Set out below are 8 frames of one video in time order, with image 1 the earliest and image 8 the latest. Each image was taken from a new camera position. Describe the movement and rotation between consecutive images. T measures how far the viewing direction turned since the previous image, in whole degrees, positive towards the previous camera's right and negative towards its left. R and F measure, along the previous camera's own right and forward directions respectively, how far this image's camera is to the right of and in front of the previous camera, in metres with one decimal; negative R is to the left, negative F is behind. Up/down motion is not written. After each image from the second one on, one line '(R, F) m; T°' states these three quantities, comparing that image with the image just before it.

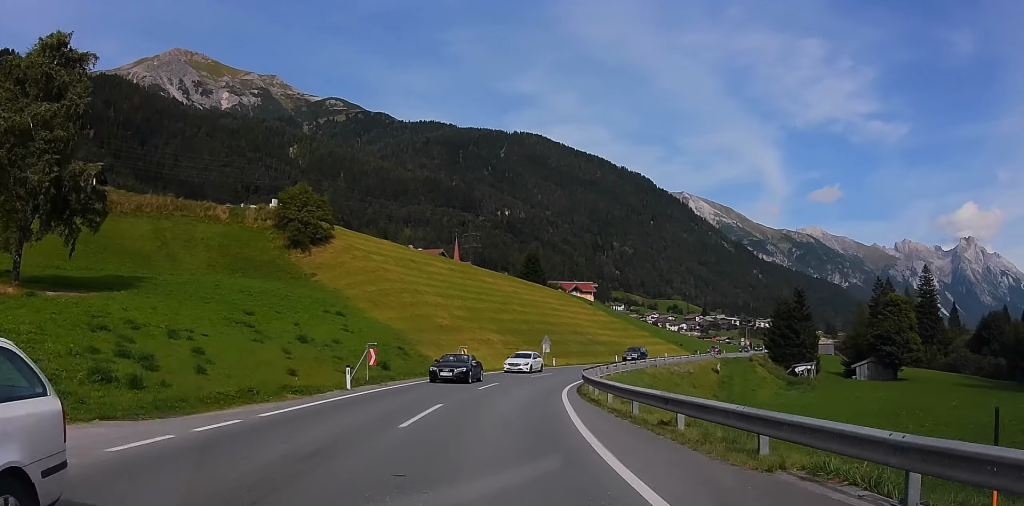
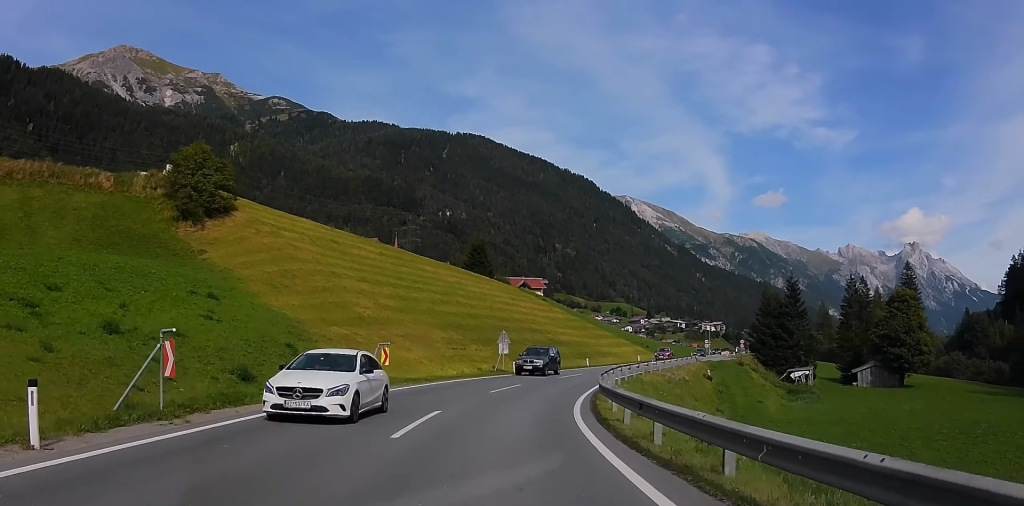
(-0.1, +16.5) m; +5°
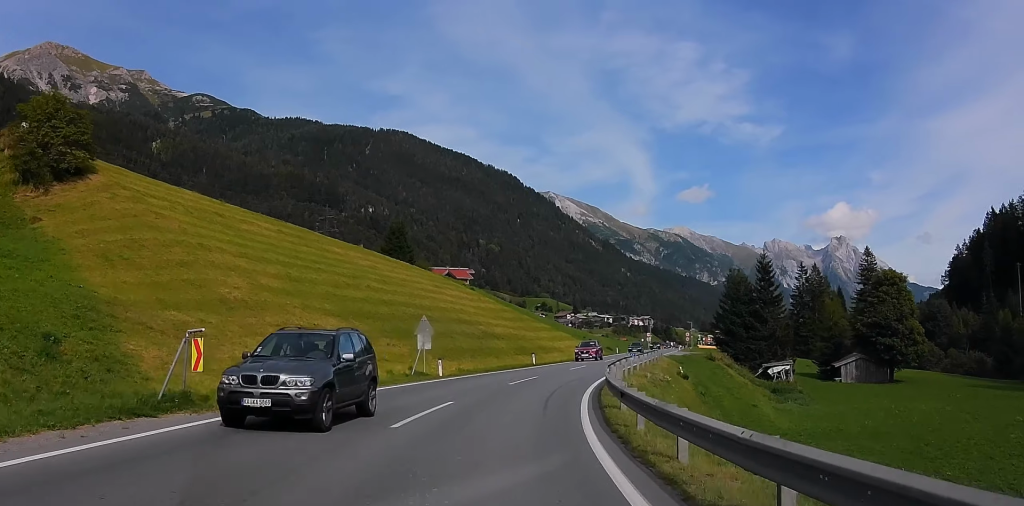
(+1.3, +13.6) m; +7°
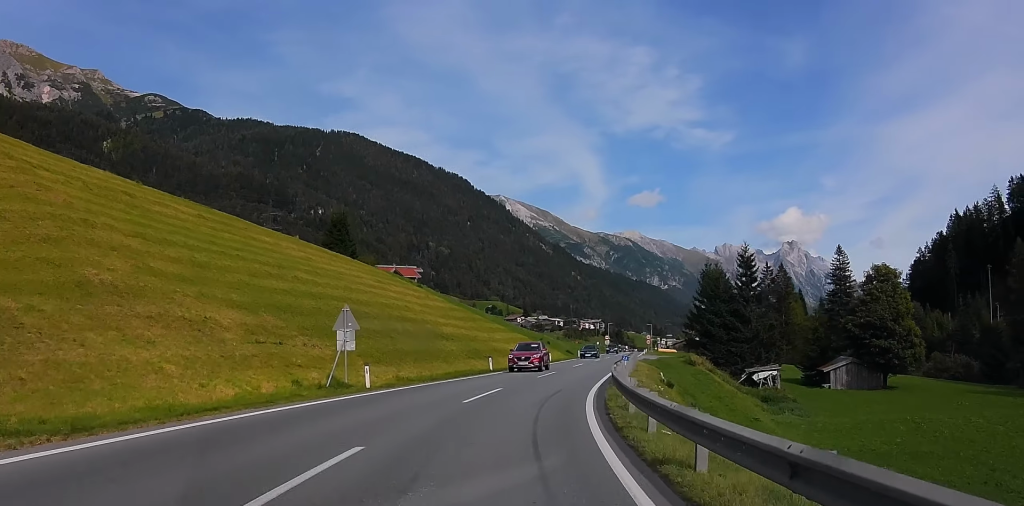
(+0.2, +8.9) m; +4°
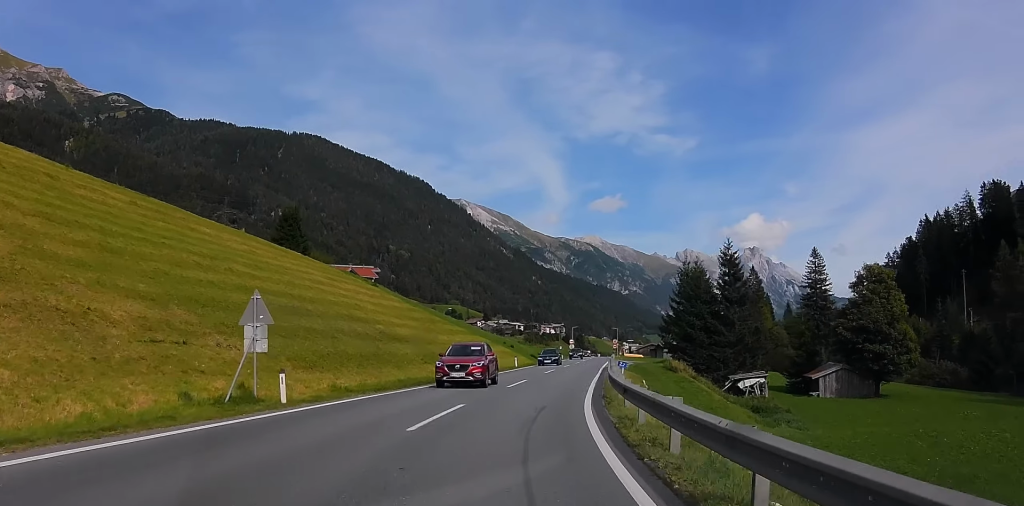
(-0.3, +6.1) m; +3°
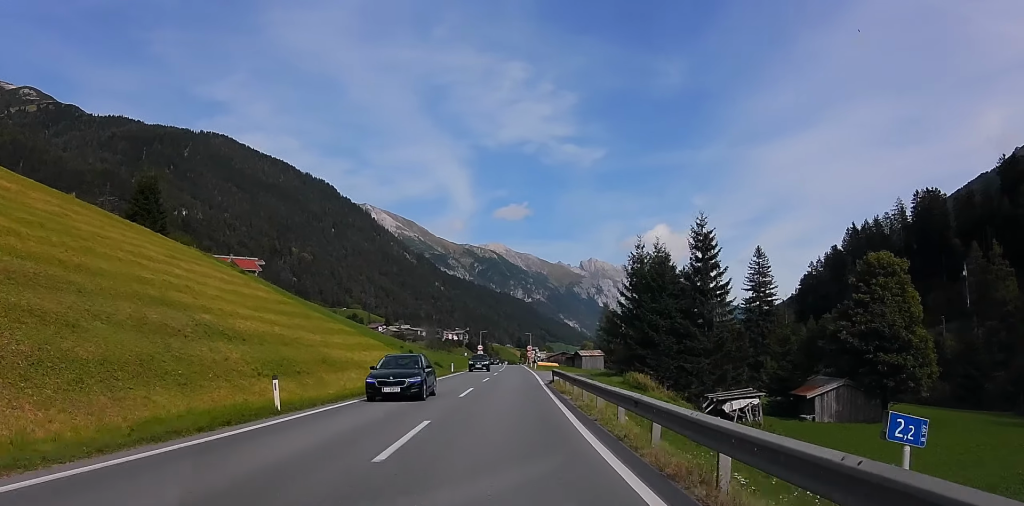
(+1.9, +17.5) m; +8°
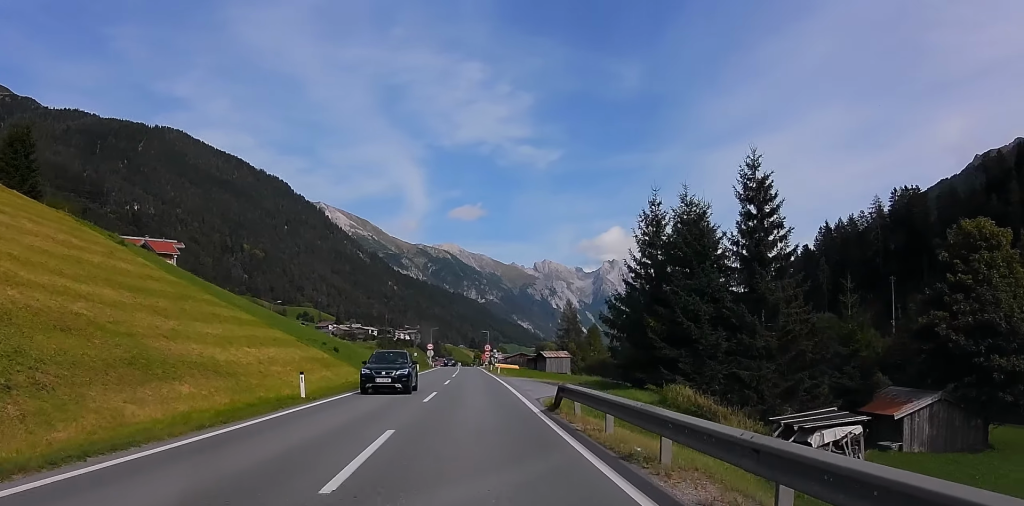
(+0.3, +17.4) m; +2°
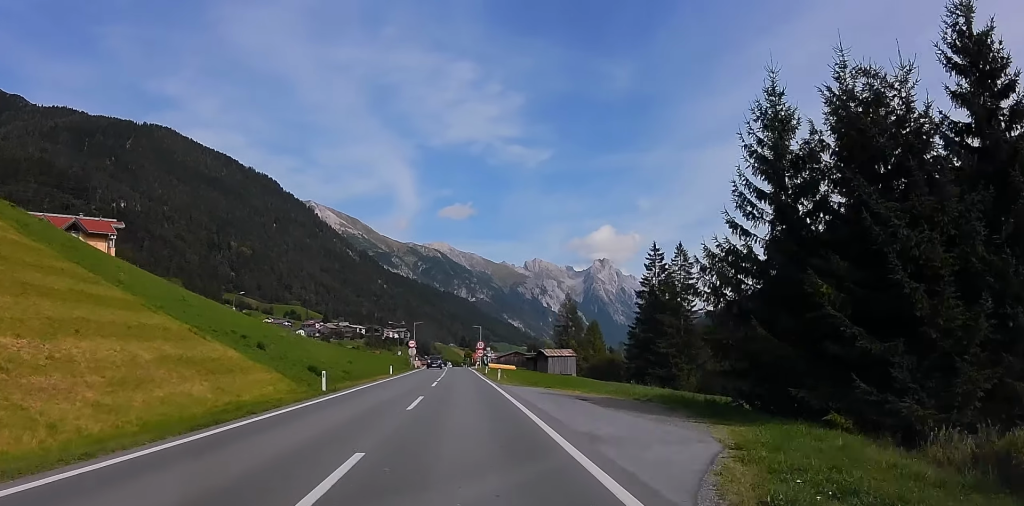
(+0.2, +17.8) m; +1°
